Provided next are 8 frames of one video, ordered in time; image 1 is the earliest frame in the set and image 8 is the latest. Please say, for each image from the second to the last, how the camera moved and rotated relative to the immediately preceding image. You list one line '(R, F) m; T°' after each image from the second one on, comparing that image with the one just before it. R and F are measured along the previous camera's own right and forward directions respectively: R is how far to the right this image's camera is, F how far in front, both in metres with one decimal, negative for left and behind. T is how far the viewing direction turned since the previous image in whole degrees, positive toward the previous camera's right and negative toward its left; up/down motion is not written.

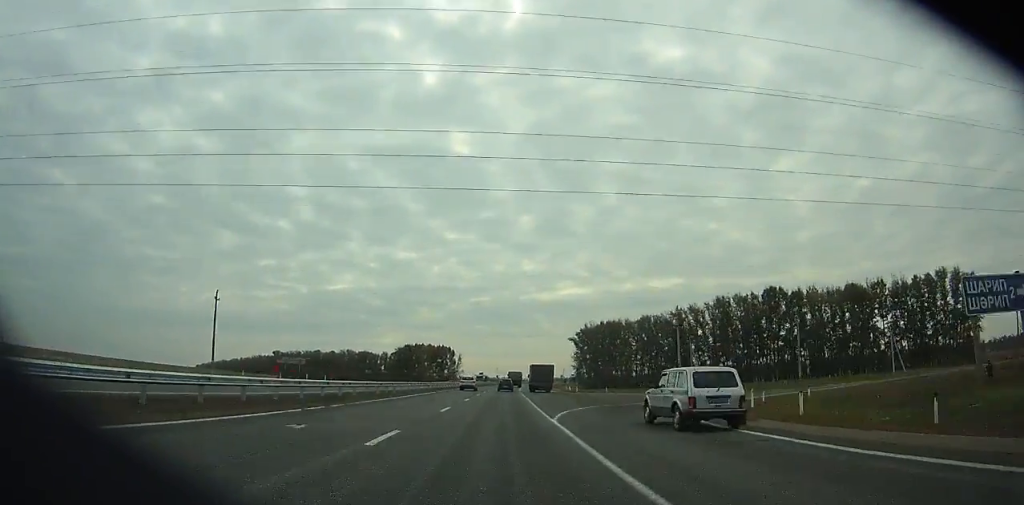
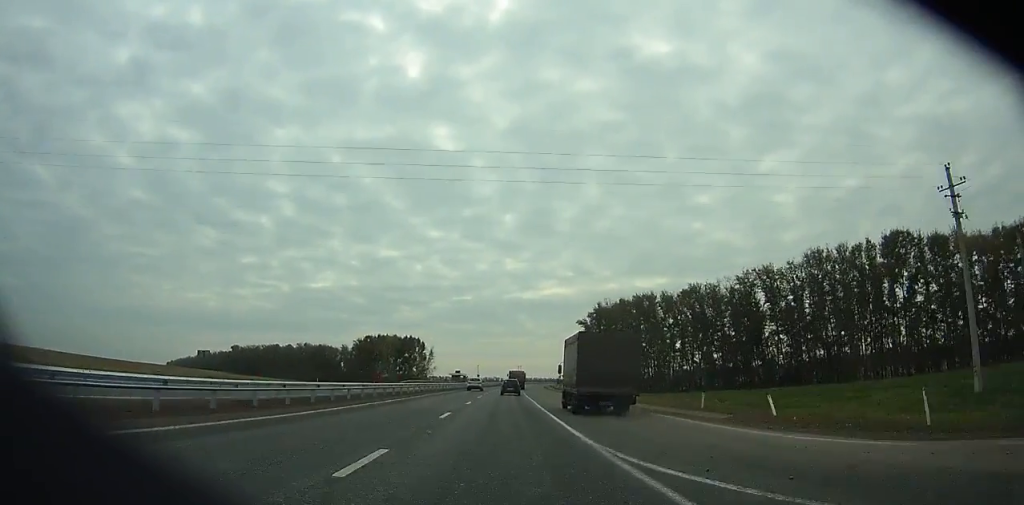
(+0.7, +61.6) m; +1°
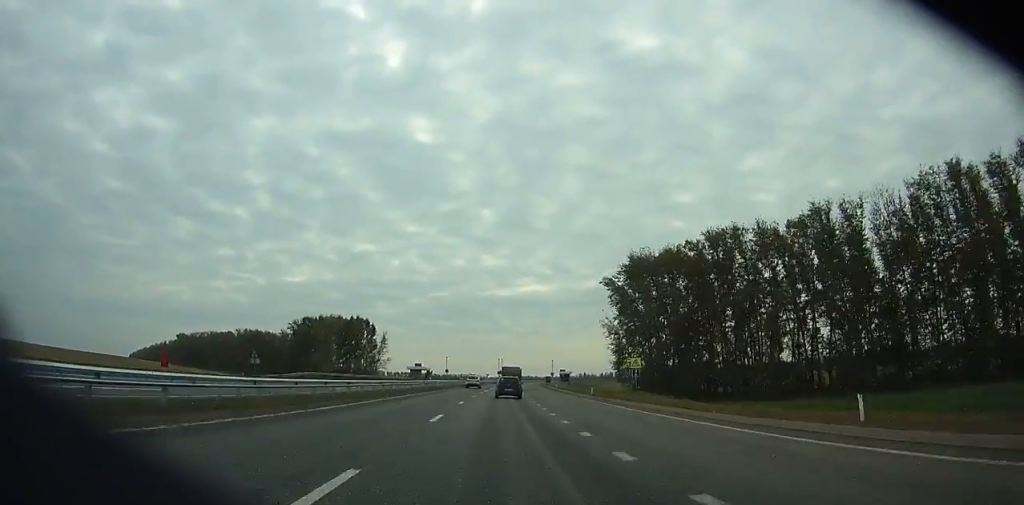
(+0.6, +59.6) m; +1°
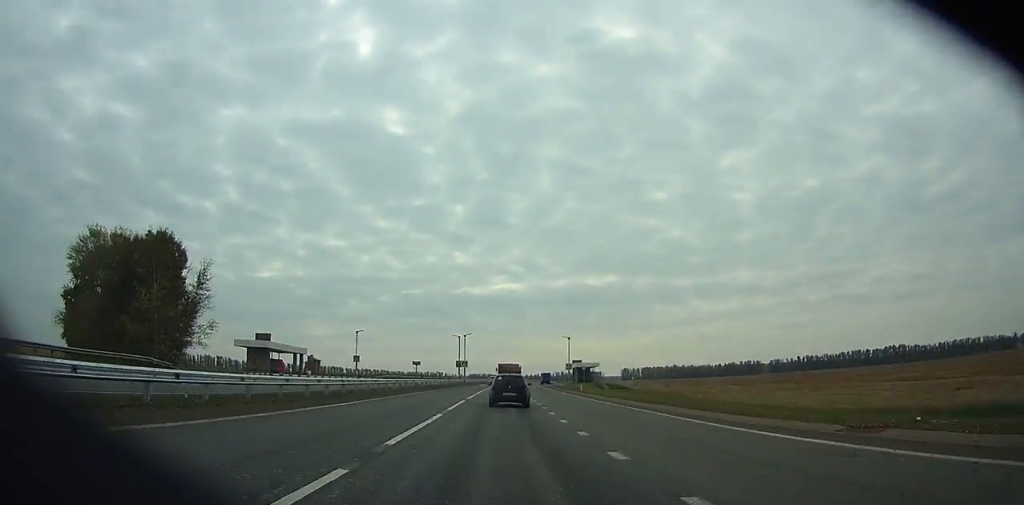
(+3.0, +112.9) m; +3°
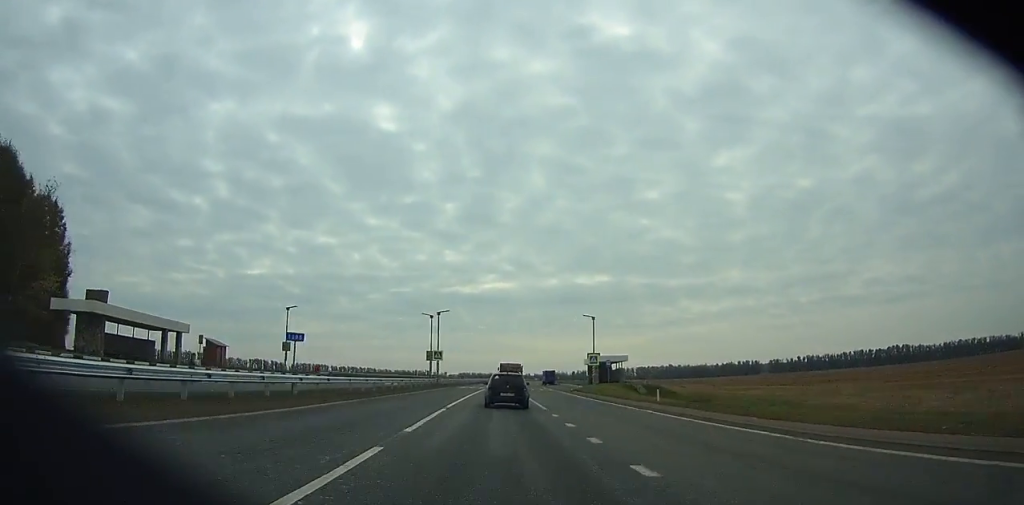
(+0.6, +34.7) m; +1°
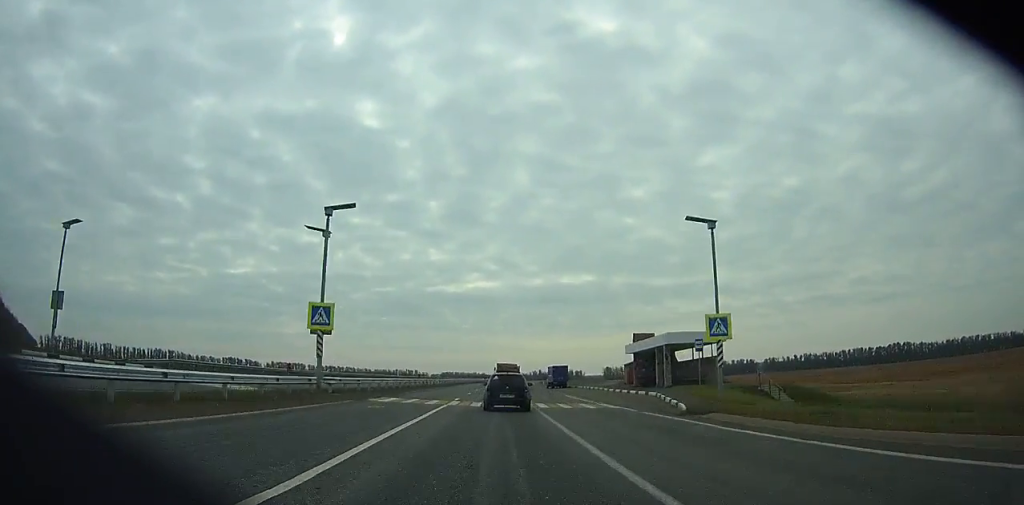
(+0.7, +43.5) m; +2°
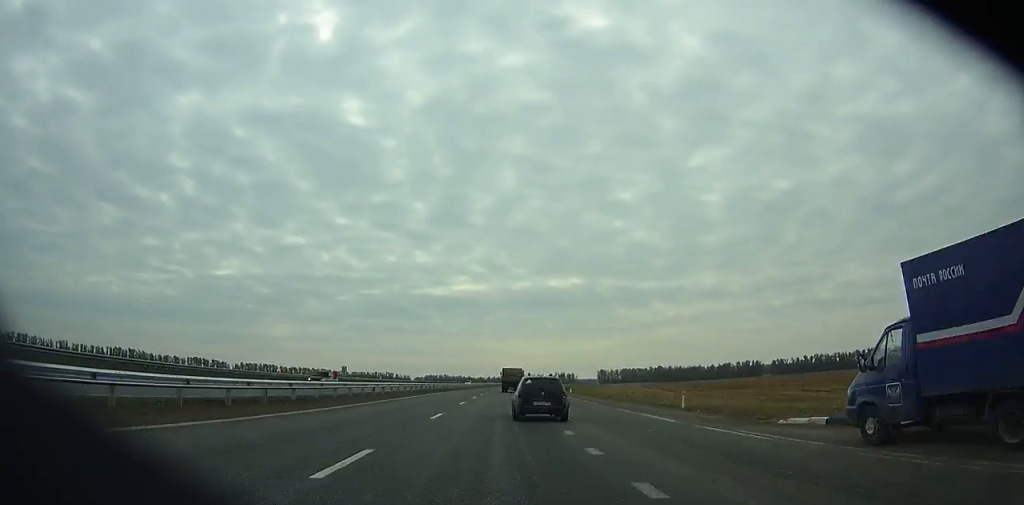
(+1.5, +72.9) m; +2°
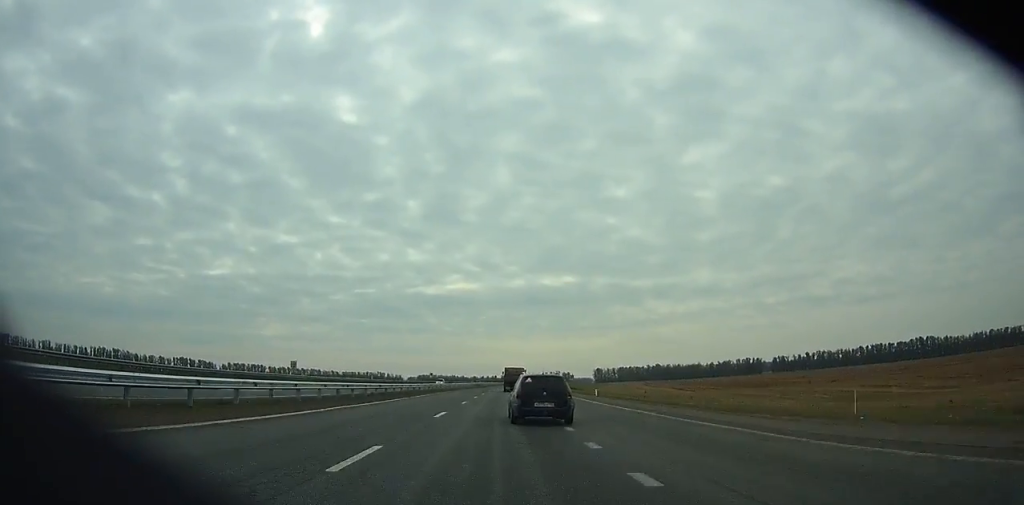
(+0.1, +23.0) m; 0°
